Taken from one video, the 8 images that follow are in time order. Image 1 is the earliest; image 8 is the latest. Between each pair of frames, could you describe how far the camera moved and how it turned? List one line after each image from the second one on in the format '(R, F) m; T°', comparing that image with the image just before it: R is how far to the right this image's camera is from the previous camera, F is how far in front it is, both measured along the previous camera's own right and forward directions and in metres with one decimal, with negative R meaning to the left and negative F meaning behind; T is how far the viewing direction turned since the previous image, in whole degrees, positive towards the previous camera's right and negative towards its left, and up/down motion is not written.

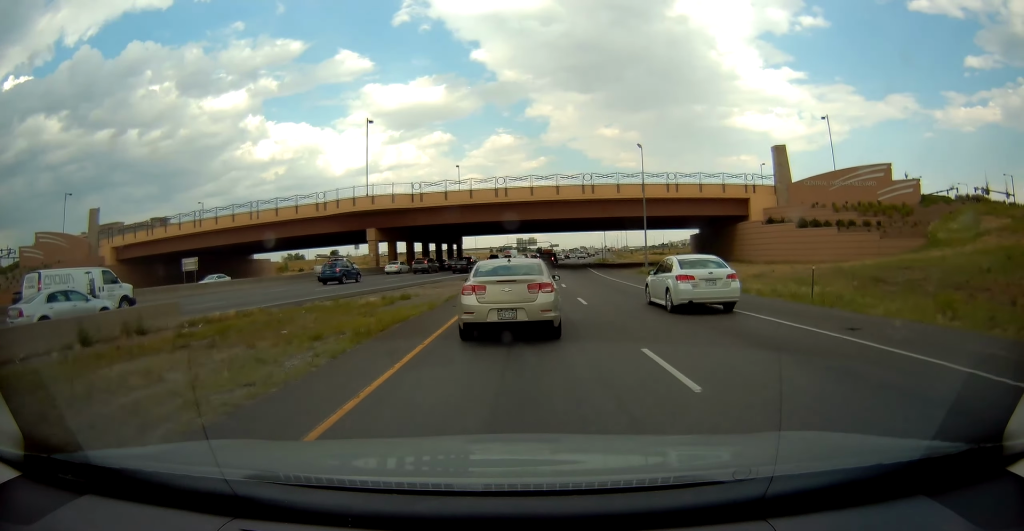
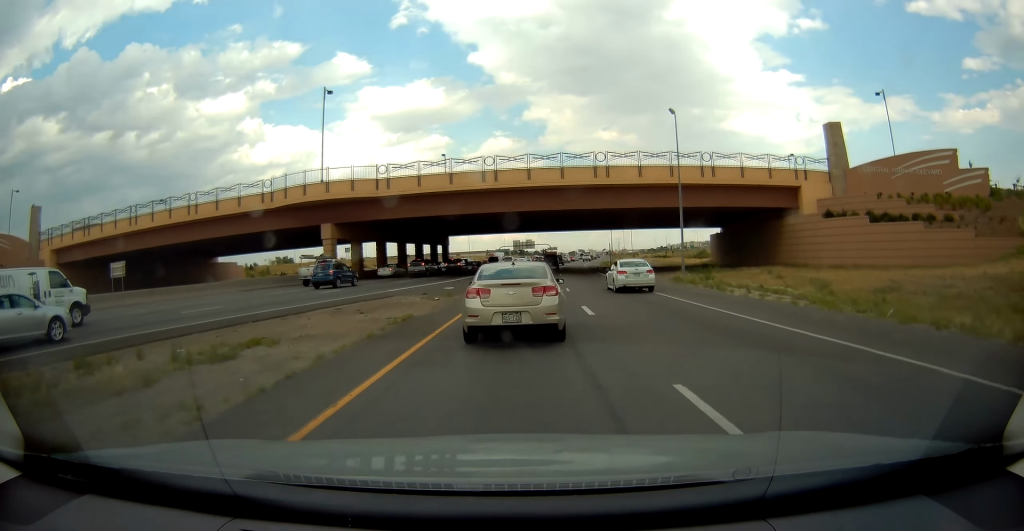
(0.0, +14.9) m; 0°
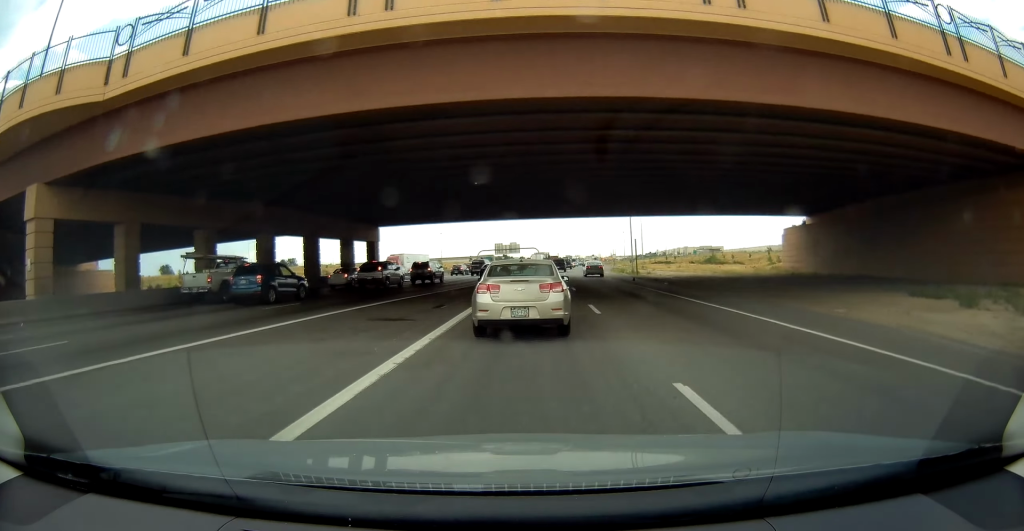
(+0.5, +36.4) m; +2°
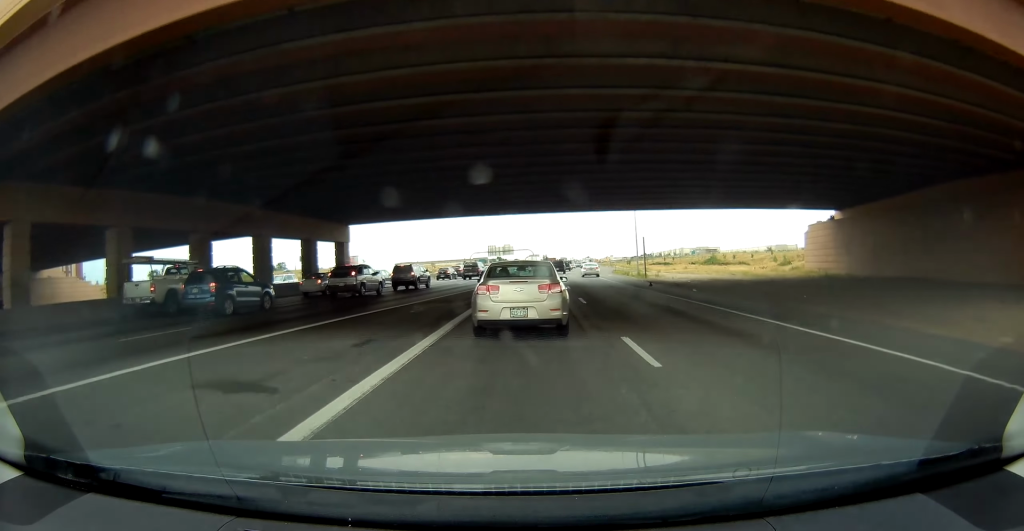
(0.0, +7.9) m; 0°
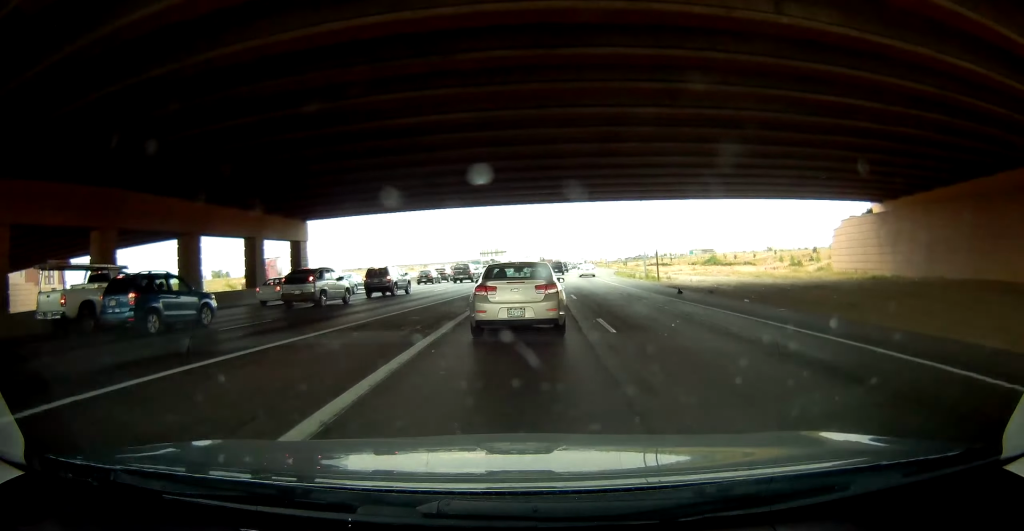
(+0.1, +8.4) m; 0°
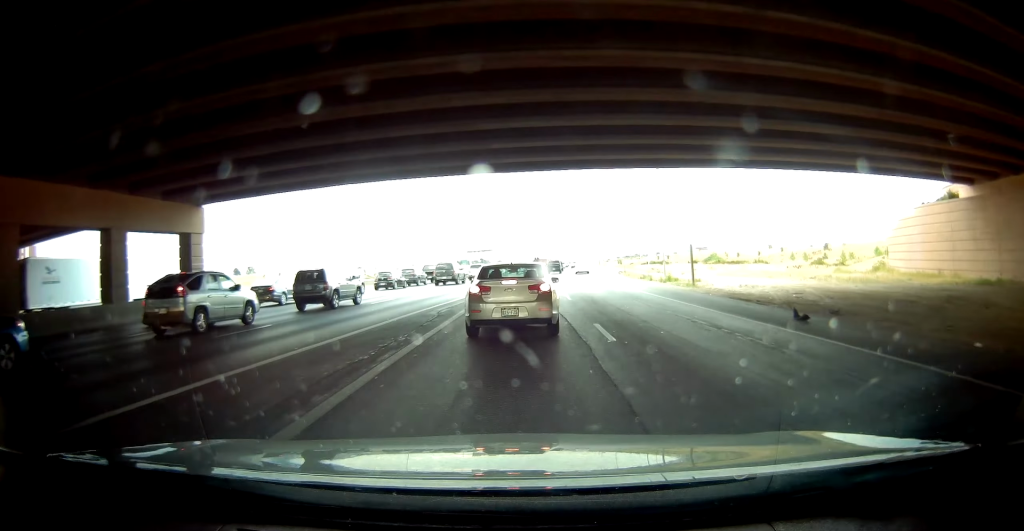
(+0.1, +13.5) m; 0°
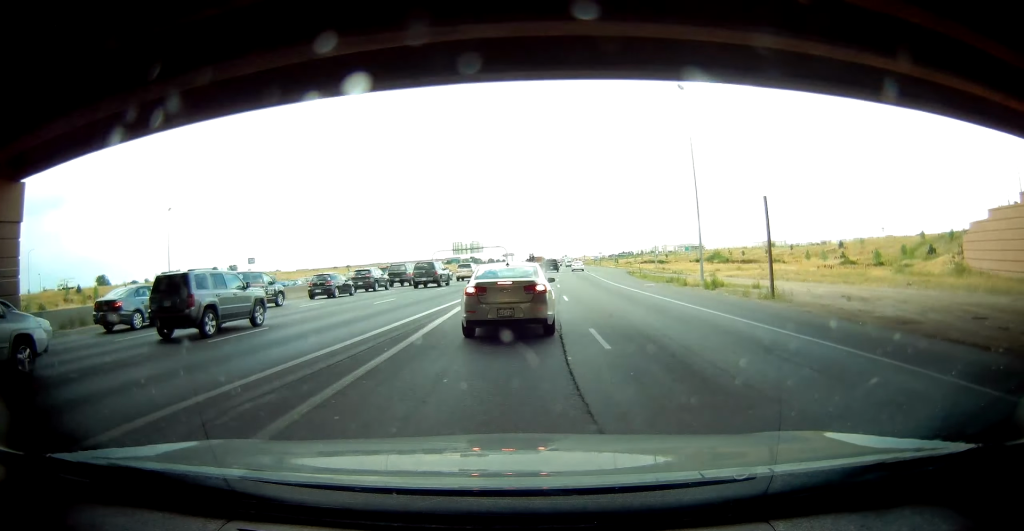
(0.0, +13.4) m; 0°
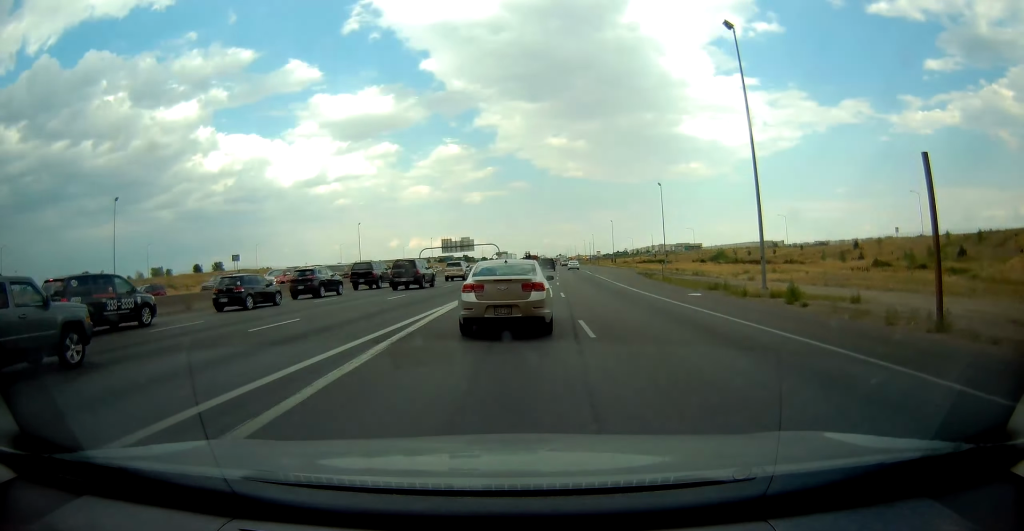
(0.0, +11.2) m; 0°
